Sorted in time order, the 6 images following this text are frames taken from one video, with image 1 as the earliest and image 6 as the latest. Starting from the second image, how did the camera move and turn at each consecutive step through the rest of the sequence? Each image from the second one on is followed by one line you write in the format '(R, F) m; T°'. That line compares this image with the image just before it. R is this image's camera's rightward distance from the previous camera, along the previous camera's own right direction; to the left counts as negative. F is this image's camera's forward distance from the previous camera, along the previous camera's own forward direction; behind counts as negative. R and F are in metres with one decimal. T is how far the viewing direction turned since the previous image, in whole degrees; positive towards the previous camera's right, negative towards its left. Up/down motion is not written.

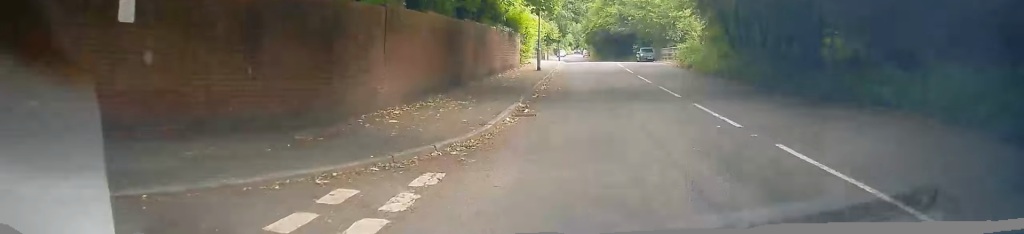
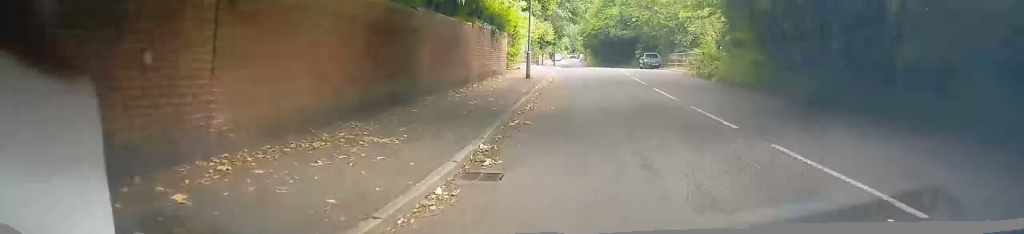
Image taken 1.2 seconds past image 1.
(+0.1, +5.7) m; +2°
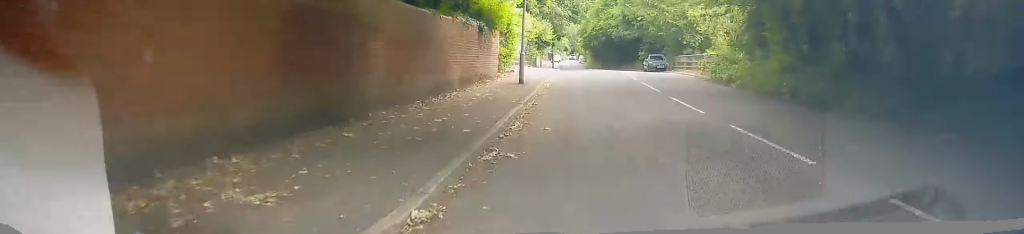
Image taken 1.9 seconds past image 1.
(0.0, +3.4) m; 0°
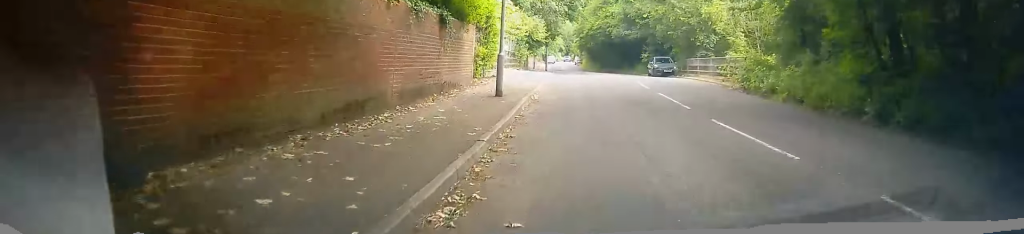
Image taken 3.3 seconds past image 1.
(-0.2, +5.2) m; -4°
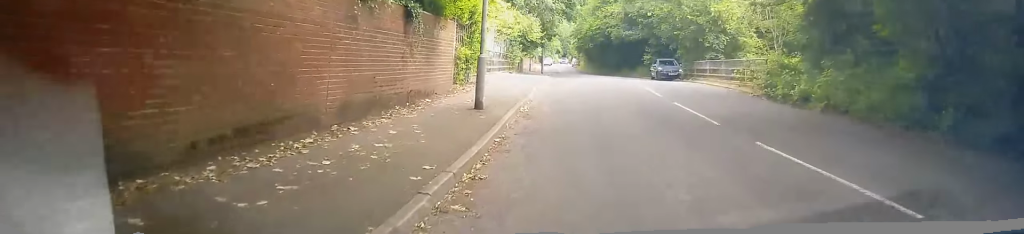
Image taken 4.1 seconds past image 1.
(0.0, +2.7) m; +1°
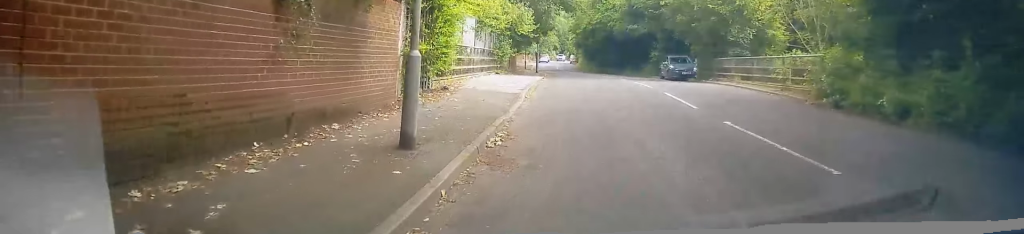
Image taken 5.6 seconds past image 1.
(+0.4, +4.9) m; +7°
